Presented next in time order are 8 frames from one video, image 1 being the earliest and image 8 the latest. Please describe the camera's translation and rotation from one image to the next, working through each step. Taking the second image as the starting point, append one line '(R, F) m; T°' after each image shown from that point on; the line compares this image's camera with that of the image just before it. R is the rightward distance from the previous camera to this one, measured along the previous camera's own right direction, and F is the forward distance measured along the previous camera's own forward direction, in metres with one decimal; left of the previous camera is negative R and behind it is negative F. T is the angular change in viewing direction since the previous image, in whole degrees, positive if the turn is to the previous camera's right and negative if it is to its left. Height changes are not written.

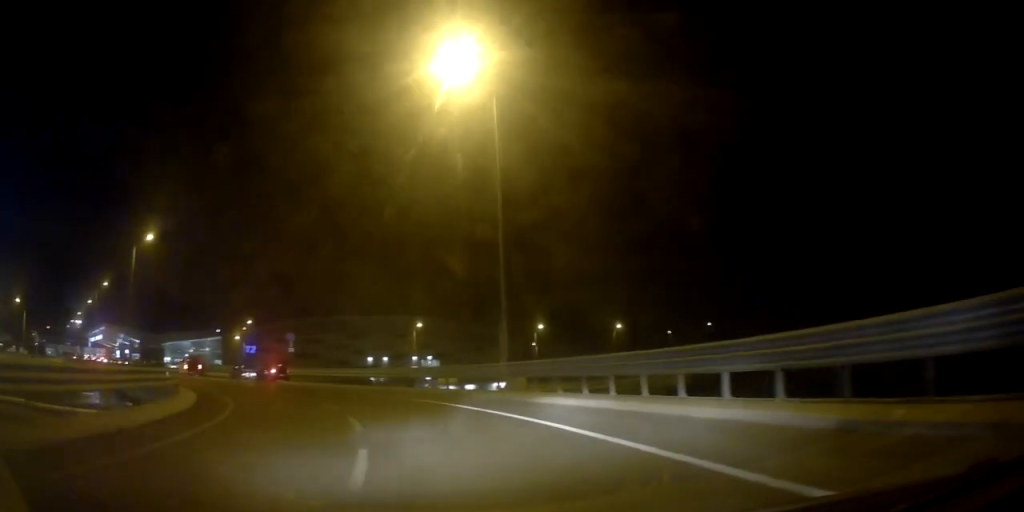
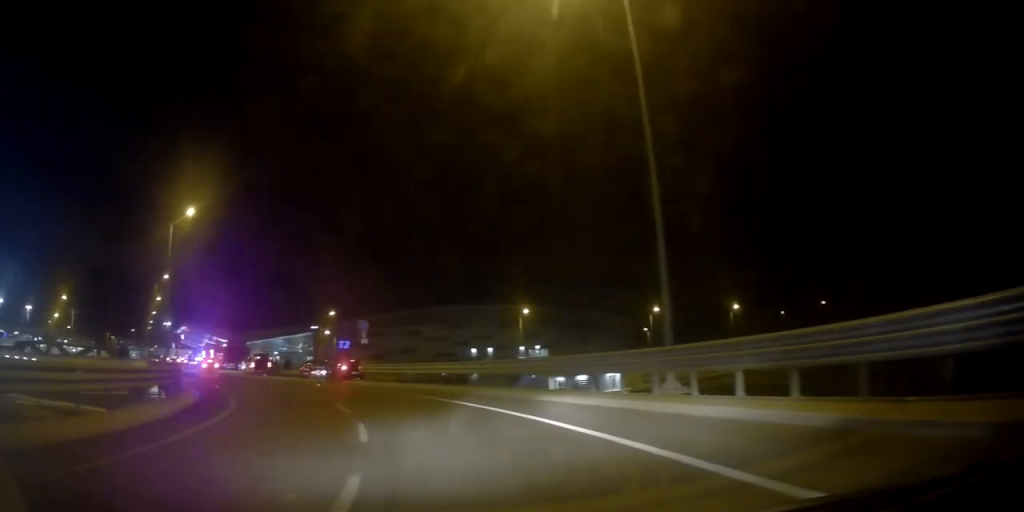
(-0.8, +8.1) m; -11°
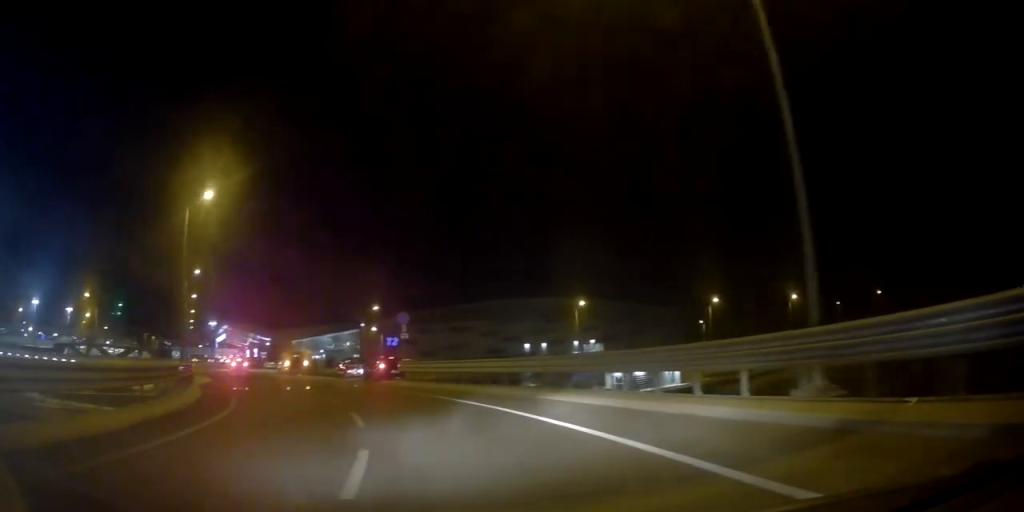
(0.0, +4.1) m; -5°
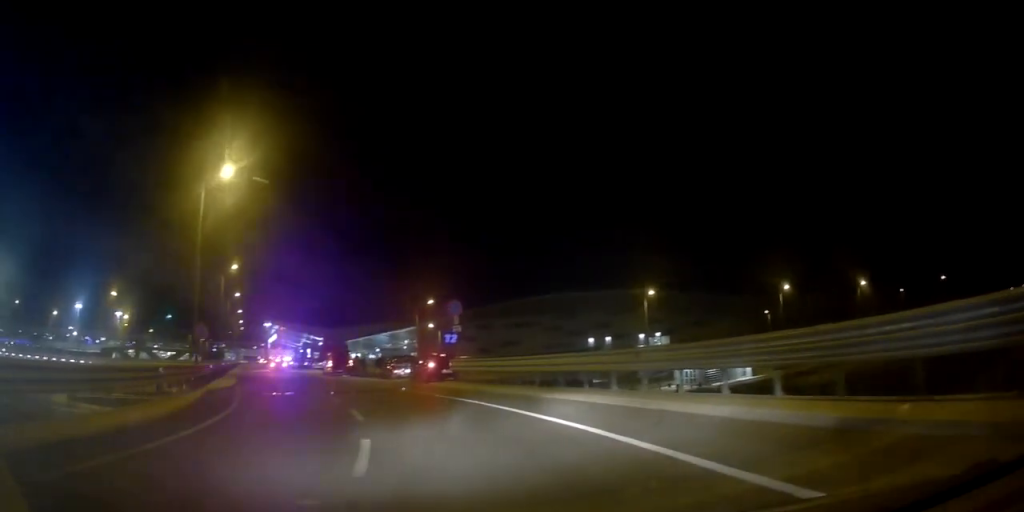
(-0.4, +4.8) m; -4°
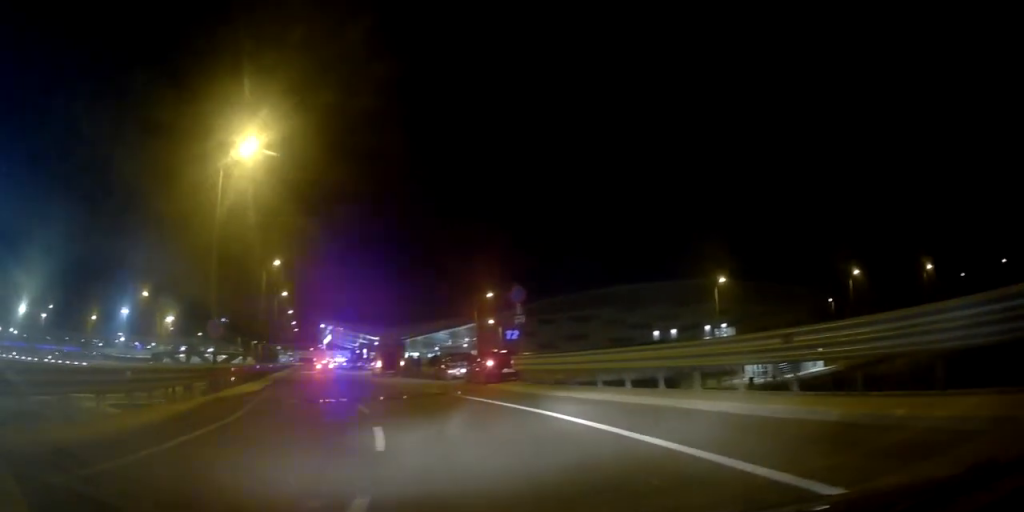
(-0.1, +4.2) m; -3°
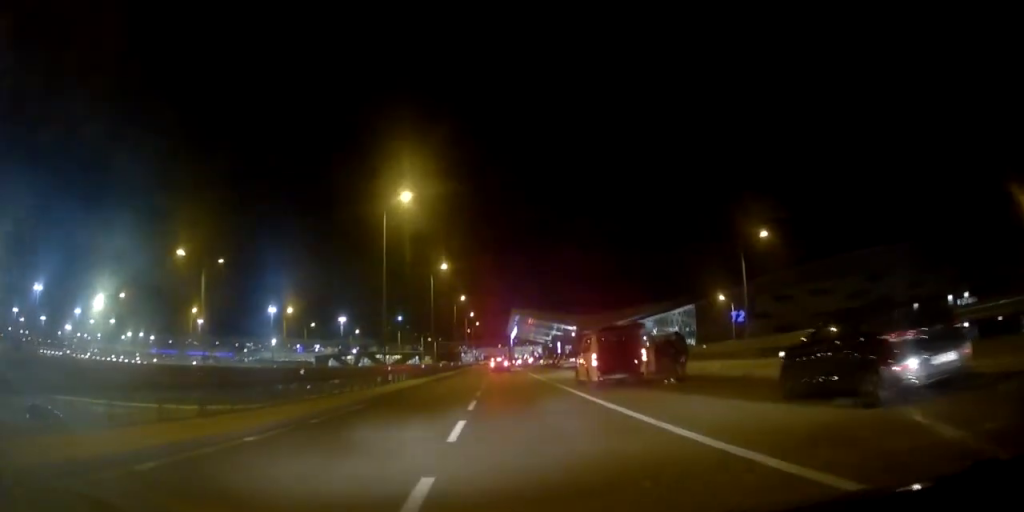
(-2.6, +23.3) m; -8°
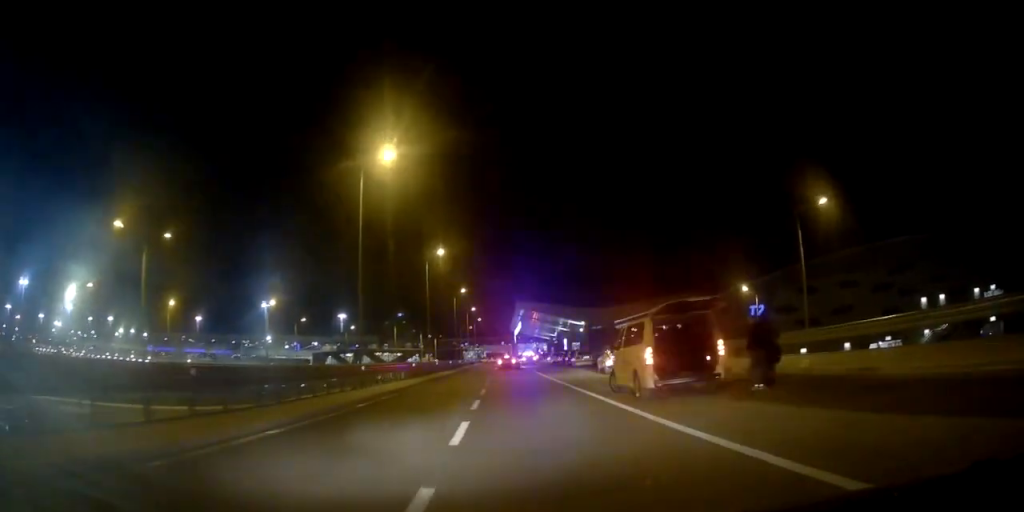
(+0.1, +6.4) m; 0°
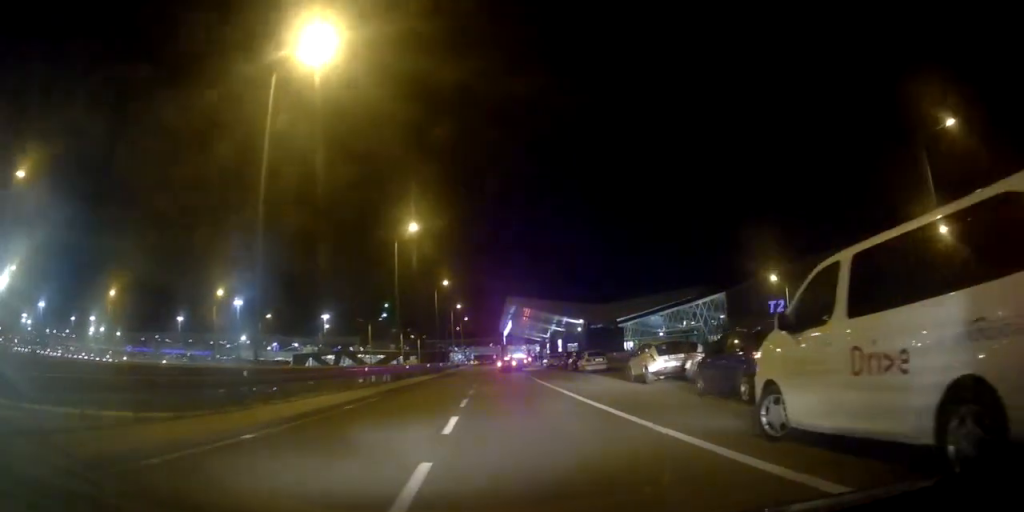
(-0.2, +10.2) m; +1°
